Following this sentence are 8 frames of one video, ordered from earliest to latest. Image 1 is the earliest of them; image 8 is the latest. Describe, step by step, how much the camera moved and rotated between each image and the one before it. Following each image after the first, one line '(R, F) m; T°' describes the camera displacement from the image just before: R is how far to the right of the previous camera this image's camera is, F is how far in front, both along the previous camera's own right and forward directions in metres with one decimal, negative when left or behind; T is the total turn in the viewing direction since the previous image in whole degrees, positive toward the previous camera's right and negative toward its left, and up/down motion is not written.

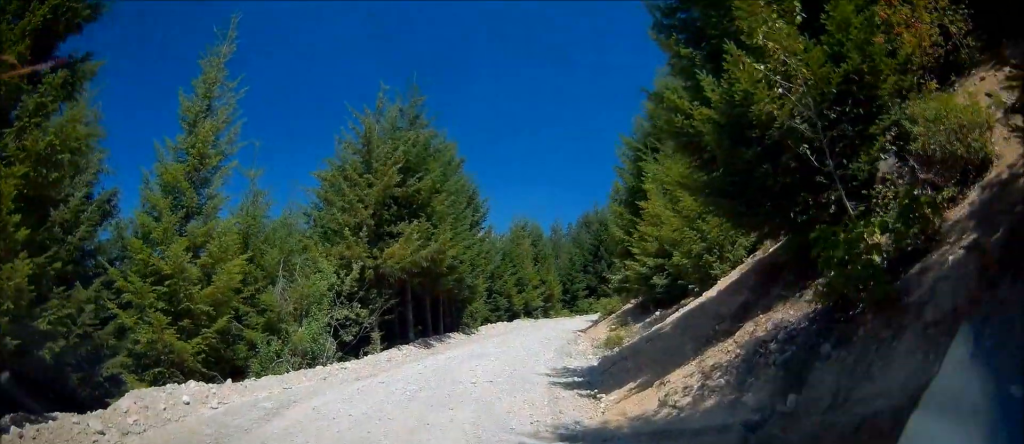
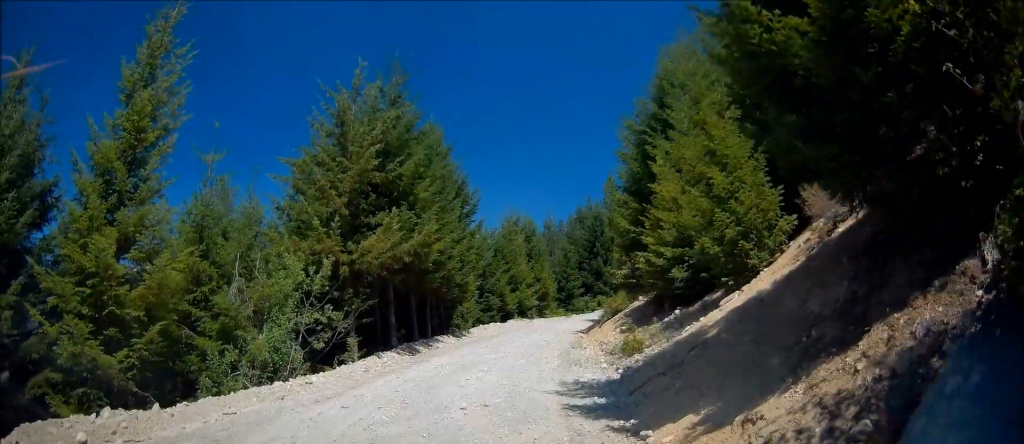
(+0.1, +2.6) m; -1°
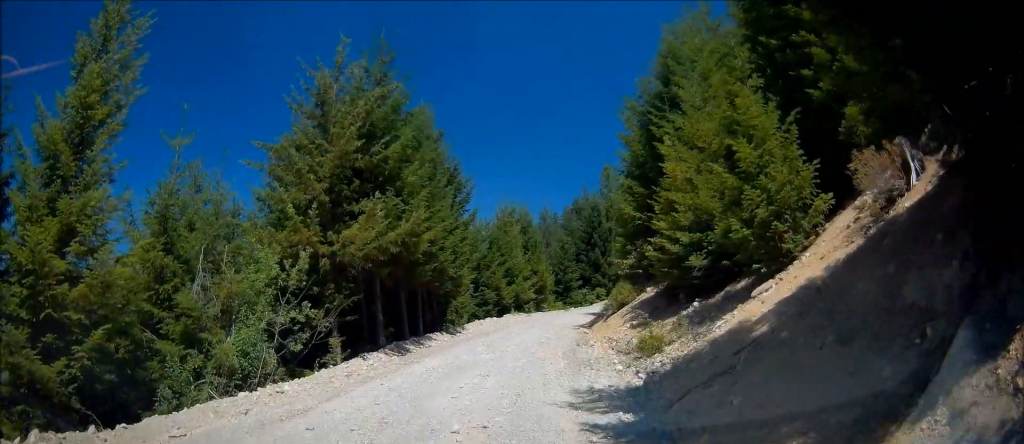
(-0.3, +1.8) m; +1°
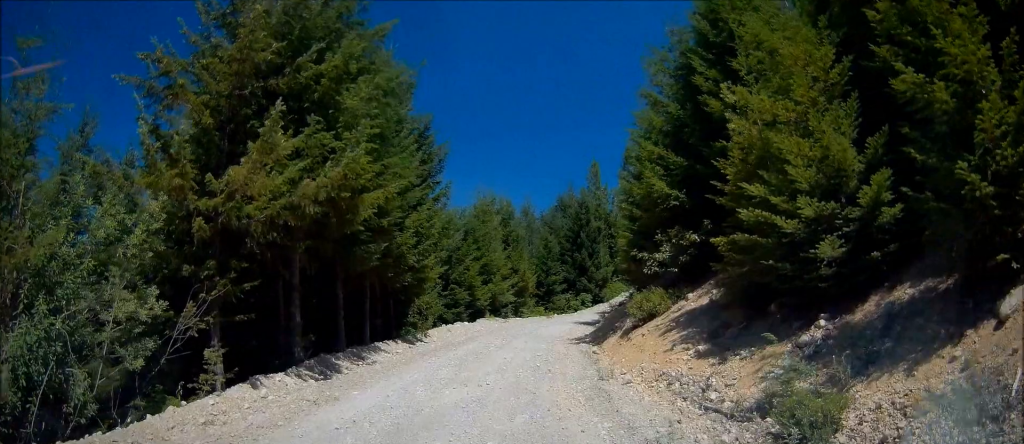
(+0.7, +6.6) m; +6°
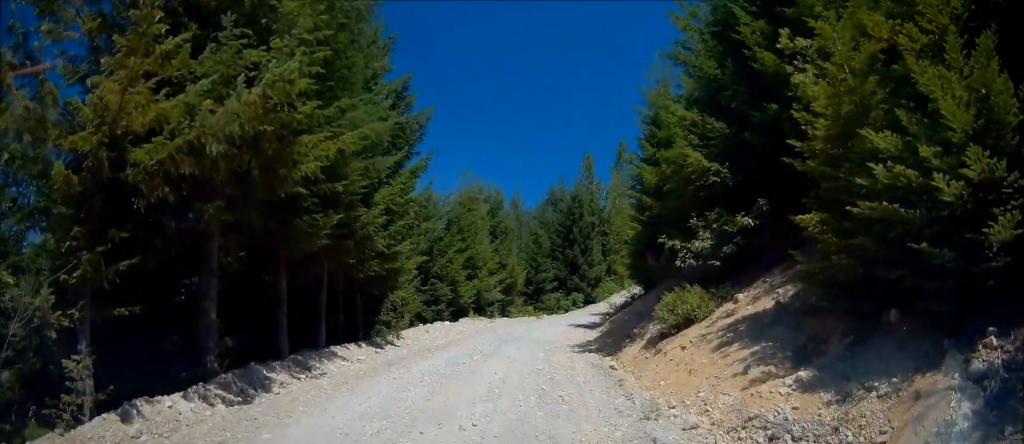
(-0.3, +3.8) m; -7°
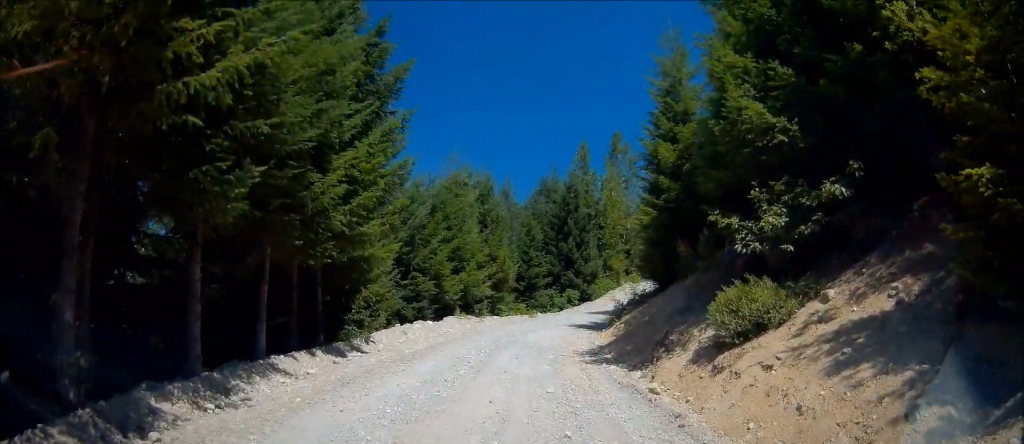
(-0.2, +3.5) m; 0°
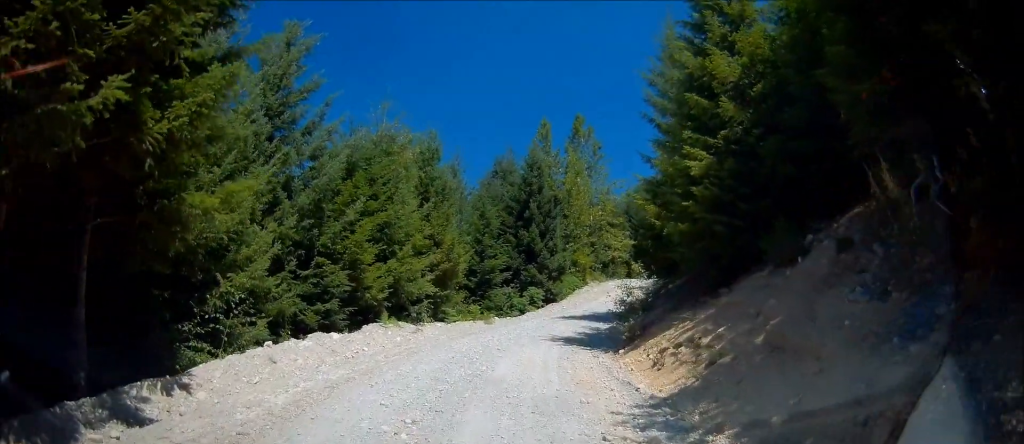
(+0.8, +8.8) m; +9°
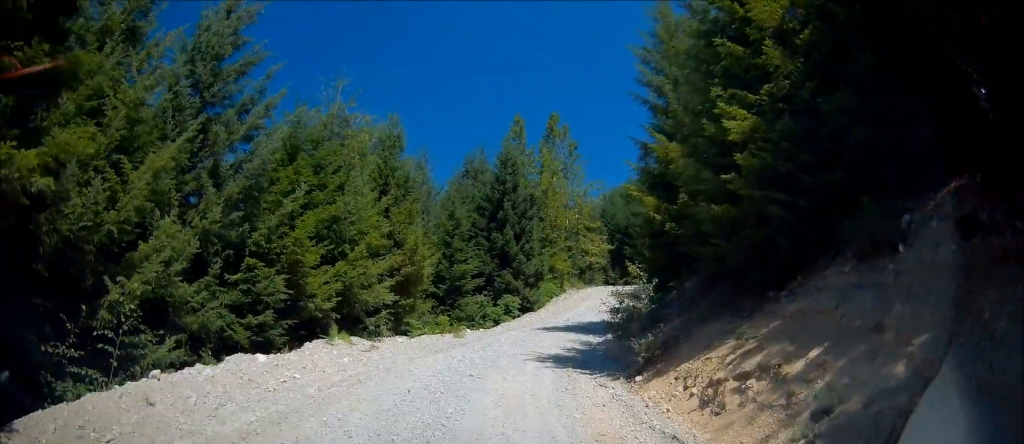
(0.0, +3.6) m; +1°
